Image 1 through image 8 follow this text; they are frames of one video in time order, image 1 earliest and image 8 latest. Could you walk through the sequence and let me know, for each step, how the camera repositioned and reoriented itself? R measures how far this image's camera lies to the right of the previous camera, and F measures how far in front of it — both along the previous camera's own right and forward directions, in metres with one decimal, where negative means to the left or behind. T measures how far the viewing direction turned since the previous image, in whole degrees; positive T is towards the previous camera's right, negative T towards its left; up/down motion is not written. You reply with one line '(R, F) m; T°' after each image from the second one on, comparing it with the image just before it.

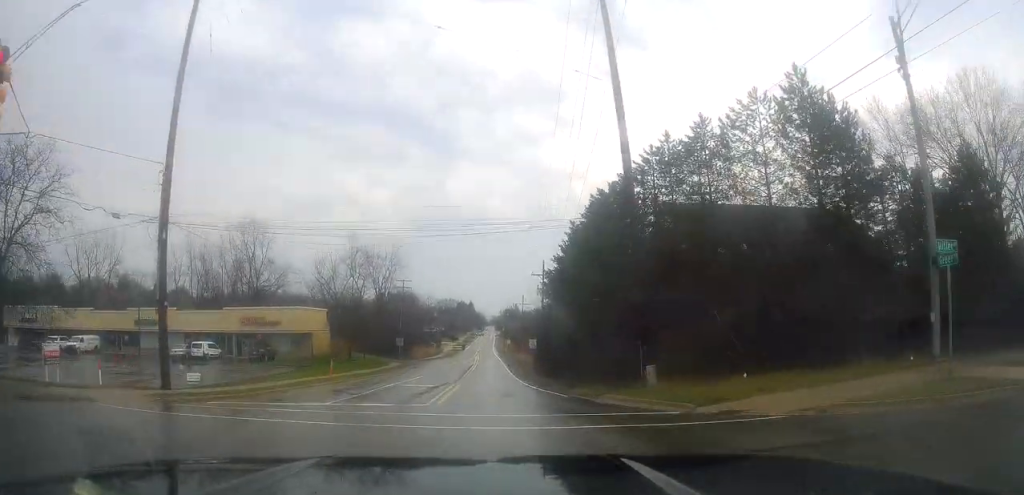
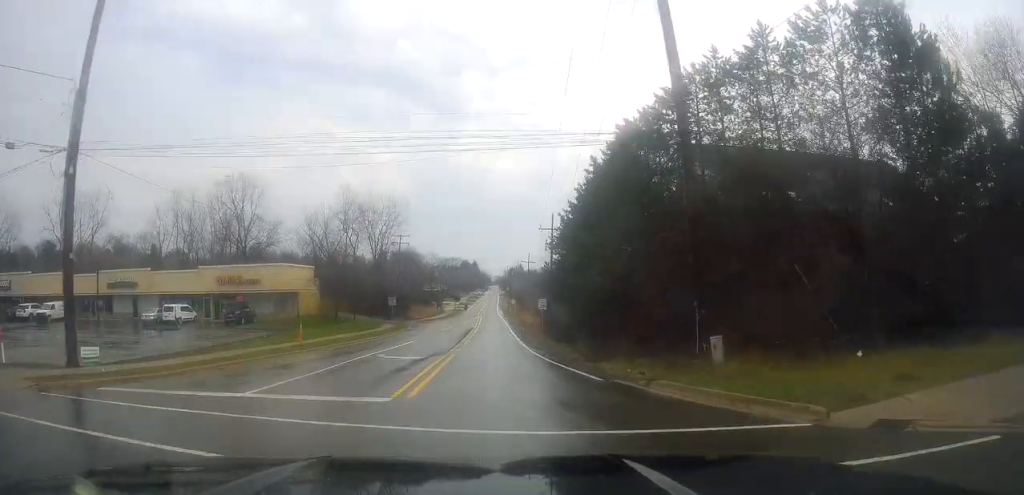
(0.0, +6.4) m; 0°
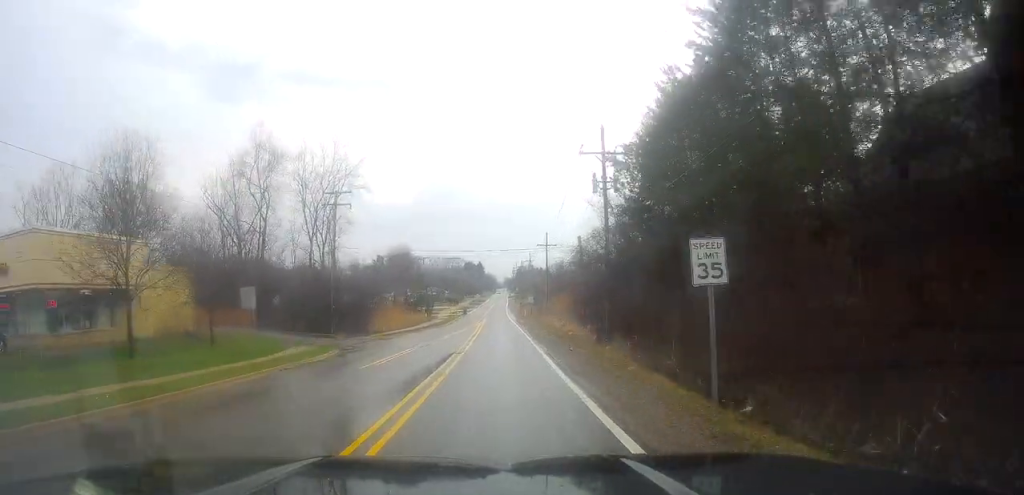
(-0.2, +32.7) m; 0°
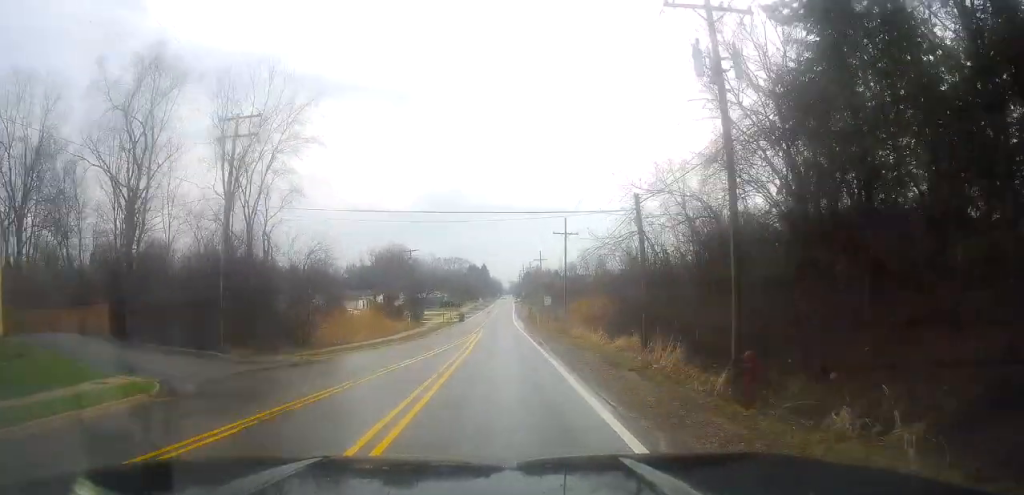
(+0.3, +18.9) m; +2°
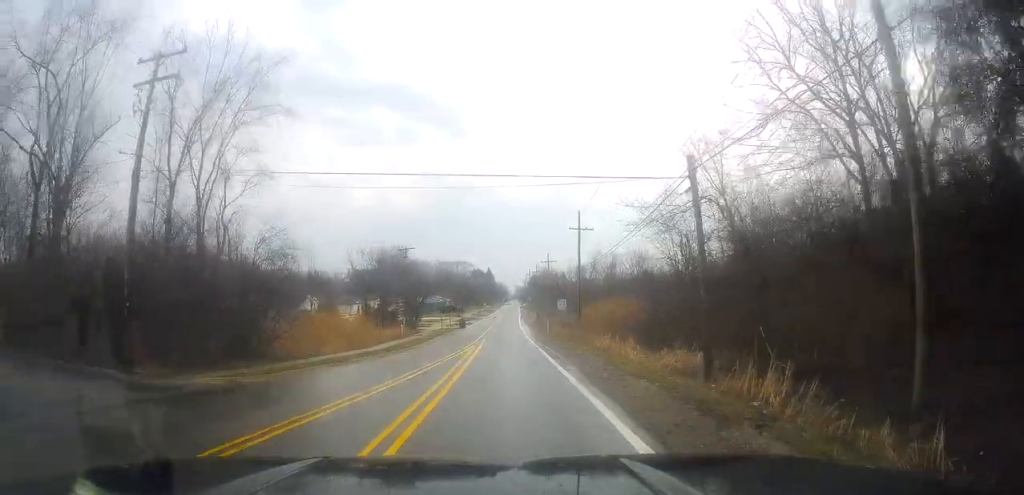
(0.0, +8.0) m; -3°
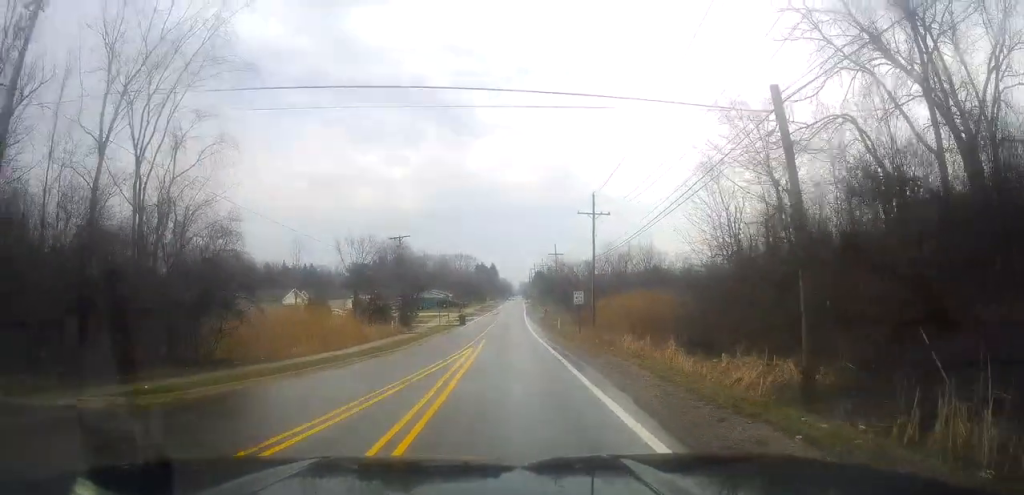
(+0.2, +7.0) m; -2°
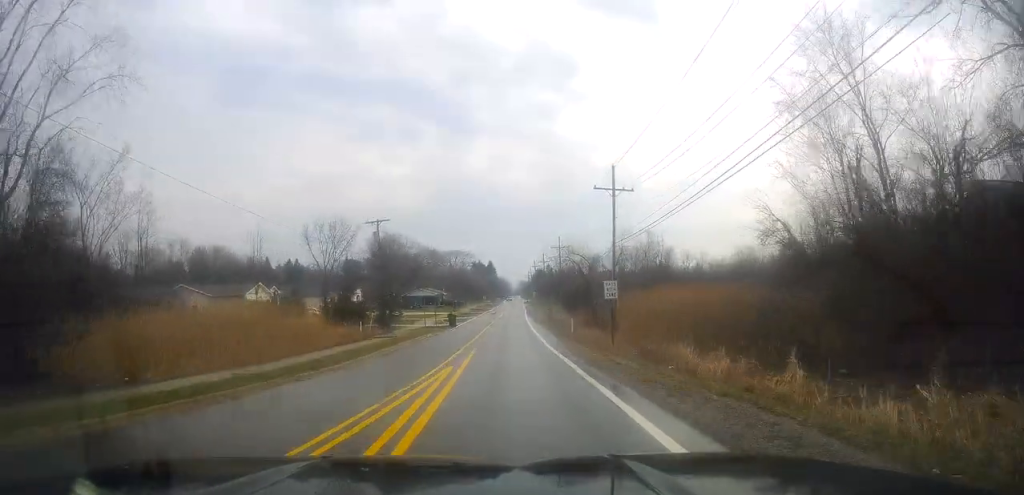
(-0.8, +10.8) m; -2°
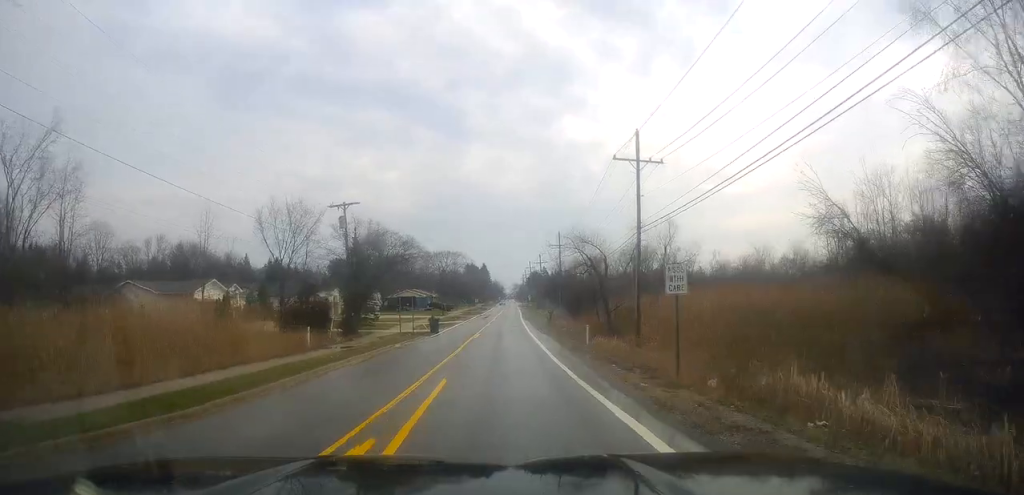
(+0.2, +9.8) m; +2°
